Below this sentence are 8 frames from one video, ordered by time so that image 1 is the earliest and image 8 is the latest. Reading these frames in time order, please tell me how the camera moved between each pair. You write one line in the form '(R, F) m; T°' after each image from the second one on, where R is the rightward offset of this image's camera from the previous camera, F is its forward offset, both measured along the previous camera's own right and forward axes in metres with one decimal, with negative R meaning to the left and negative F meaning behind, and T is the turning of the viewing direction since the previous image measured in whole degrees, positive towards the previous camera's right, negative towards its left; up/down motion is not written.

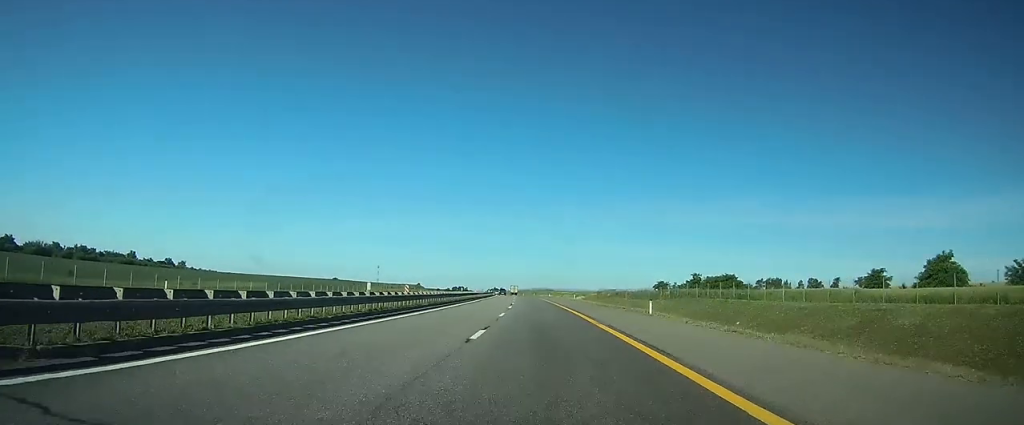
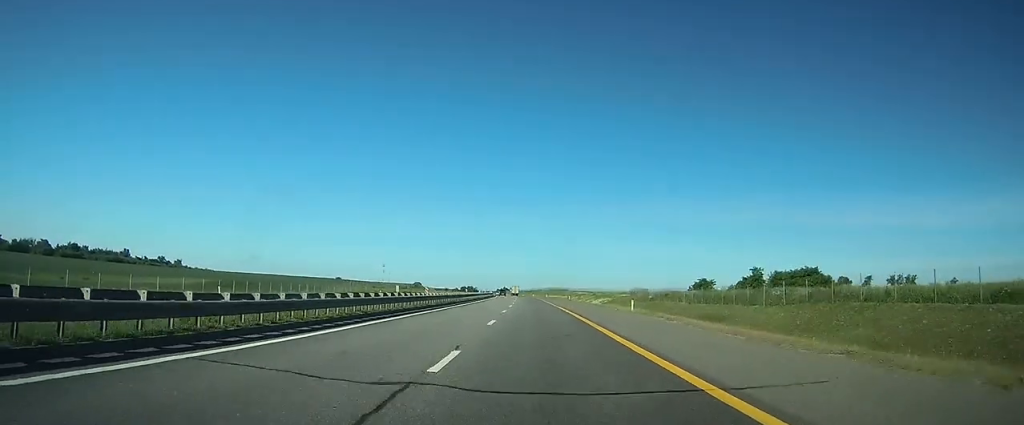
(-0.6, +40.9) m; -1°
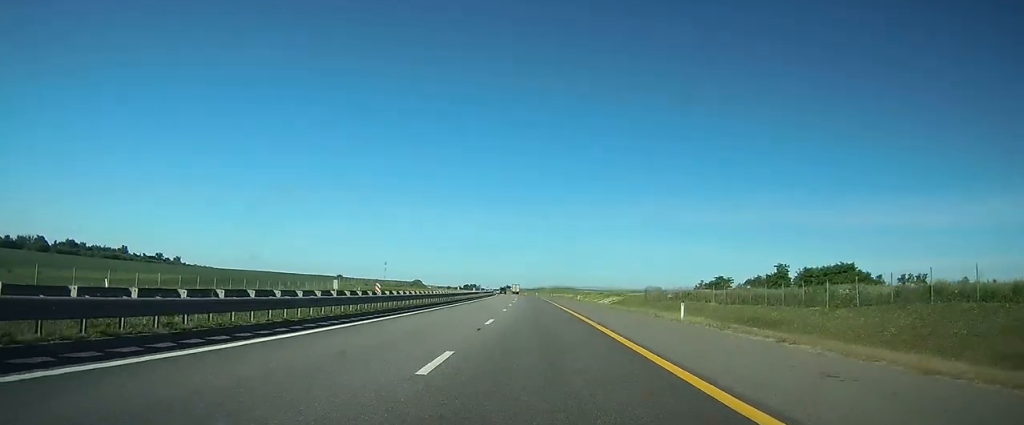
(-0.1, +12.4) m; 0°
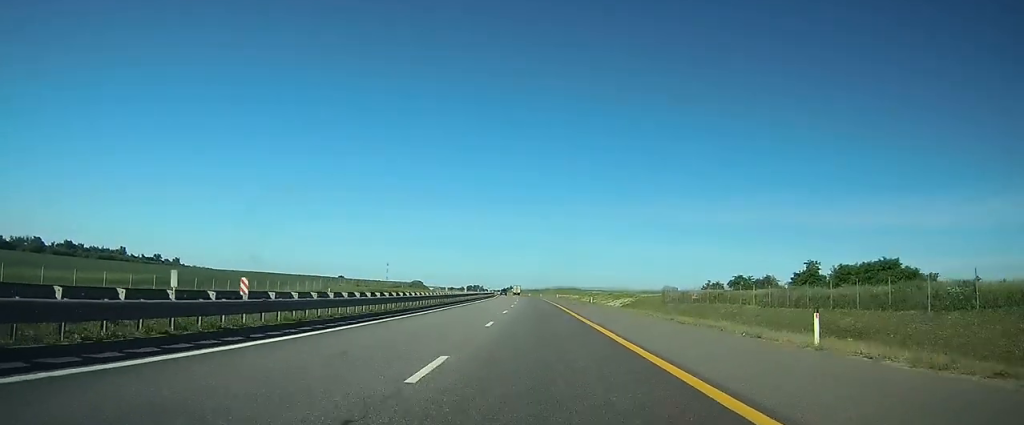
(0.0, +12.4) m; 0°
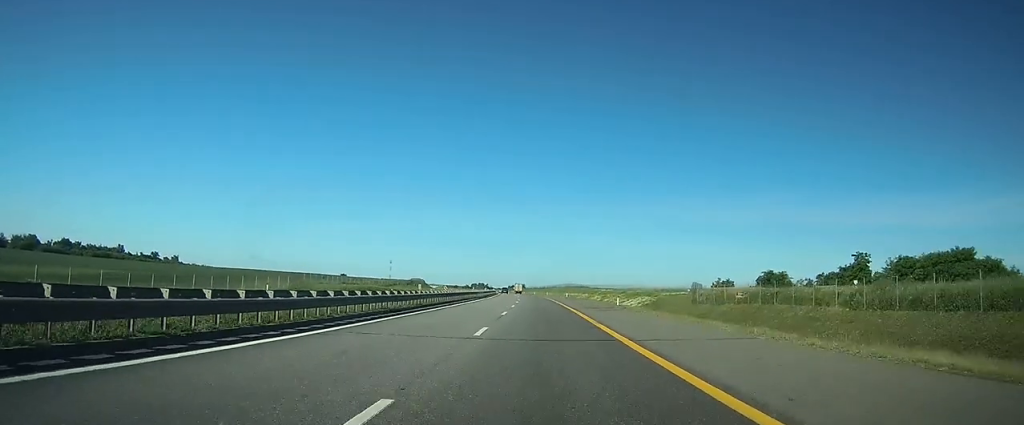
(0.0, +16.2) m; 0°
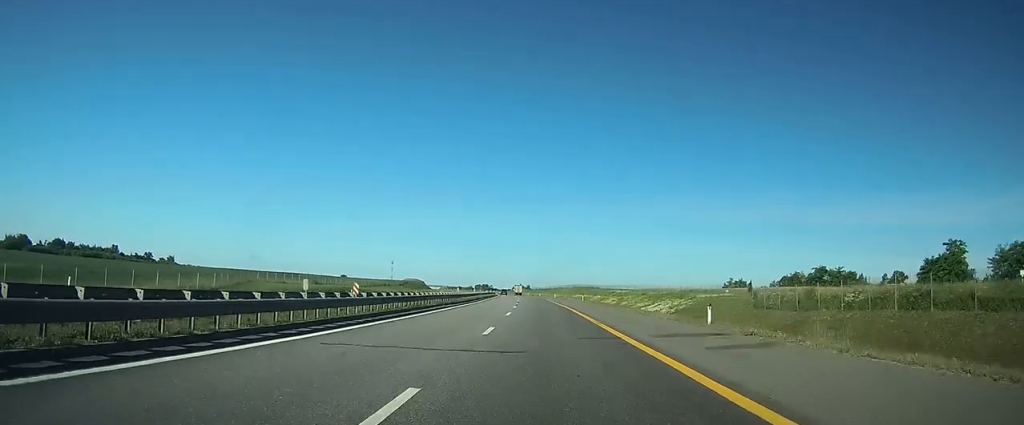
(-0.1, +23.0) m; -1°
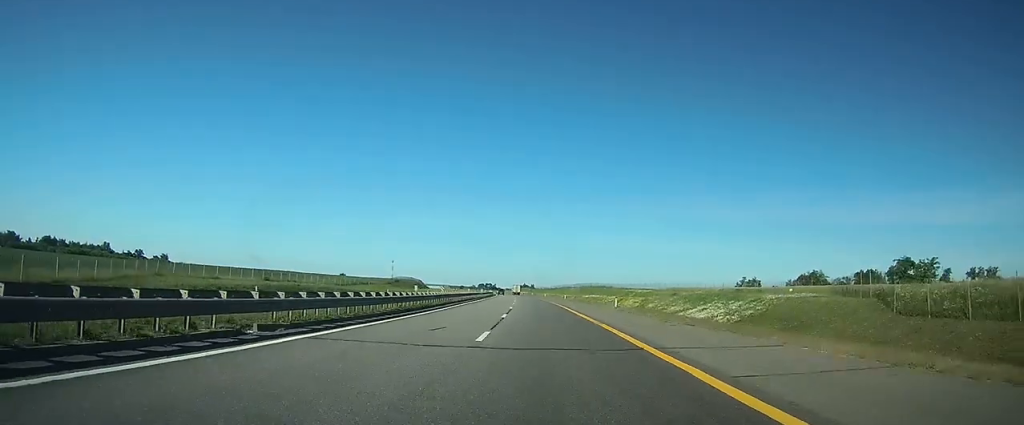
(-0.2, +25.9) m; -1°
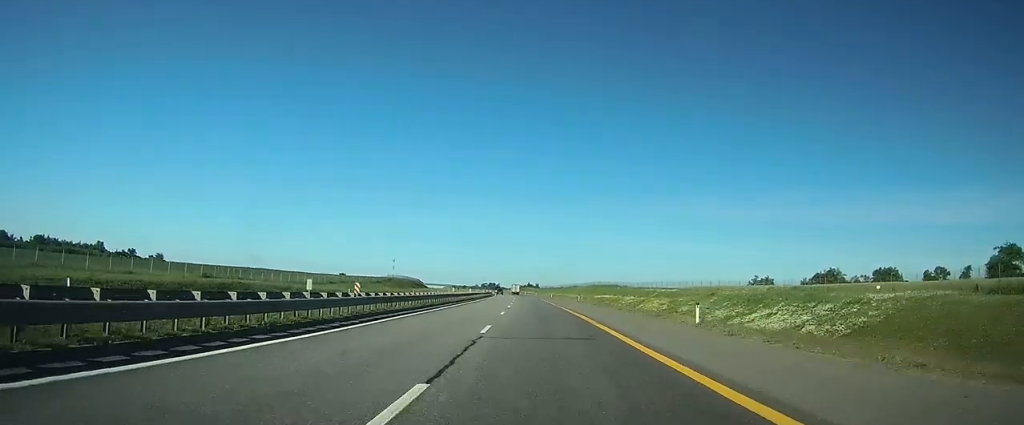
(-0.1, +21.2) m; -1°
